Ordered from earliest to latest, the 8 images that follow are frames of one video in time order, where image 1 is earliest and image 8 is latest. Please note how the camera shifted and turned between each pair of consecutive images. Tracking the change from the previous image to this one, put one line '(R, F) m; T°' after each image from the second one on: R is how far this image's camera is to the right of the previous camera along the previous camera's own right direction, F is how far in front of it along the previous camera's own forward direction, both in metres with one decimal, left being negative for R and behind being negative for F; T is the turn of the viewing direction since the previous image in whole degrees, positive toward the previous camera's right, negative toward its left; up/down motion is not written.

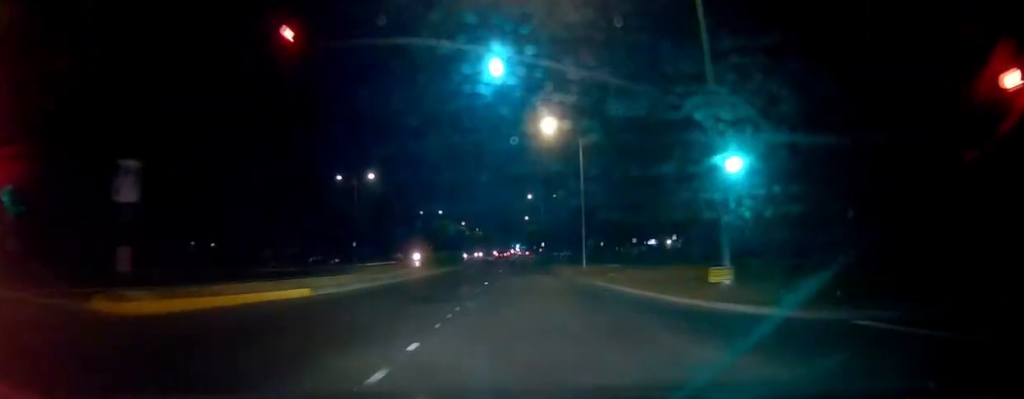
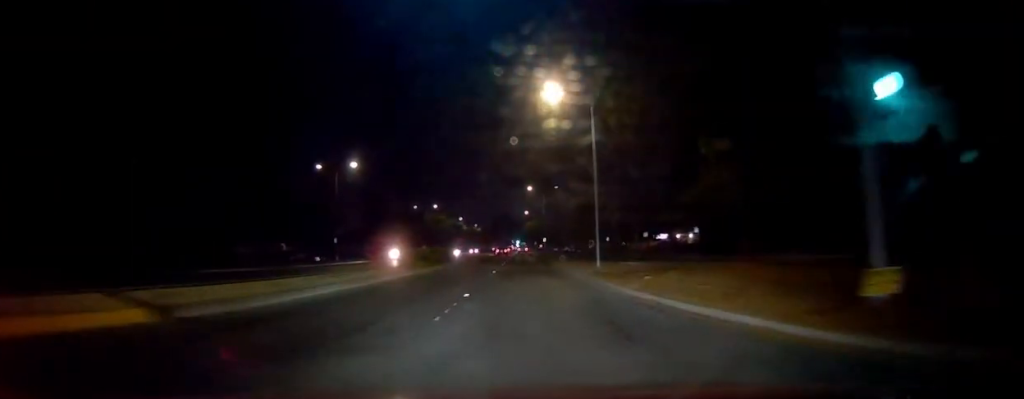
(+0.1, +7.3) m; 0°
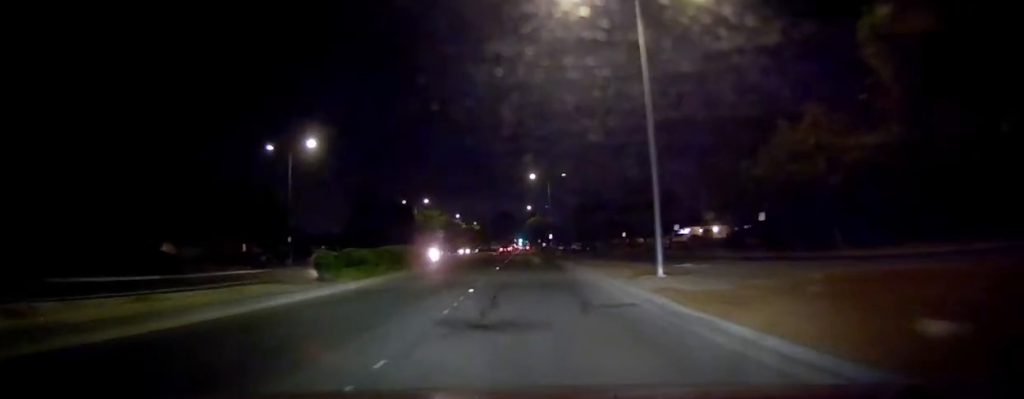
(+0.3, +13.7) m; -2°
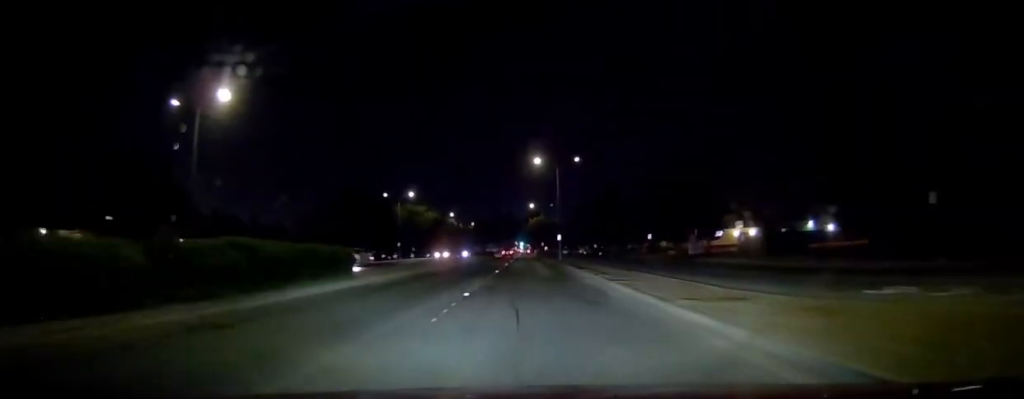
(-1.1, +16.6) m; -2°
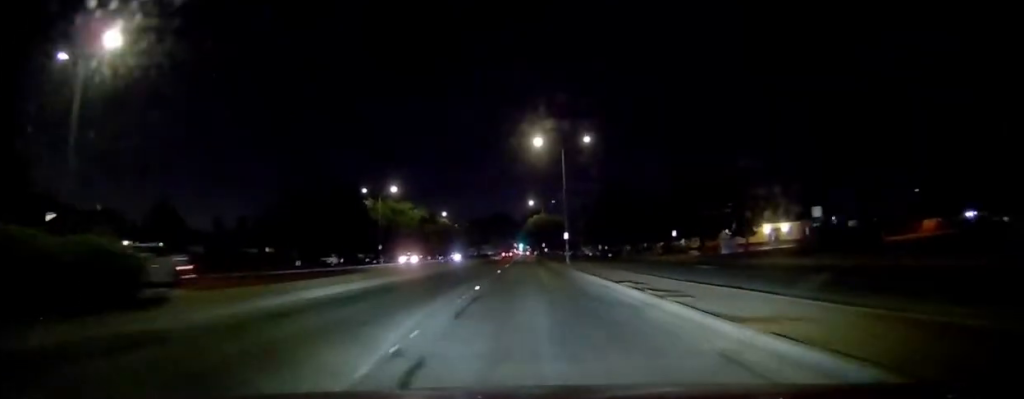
(+0.1, +12.7) m; +3°
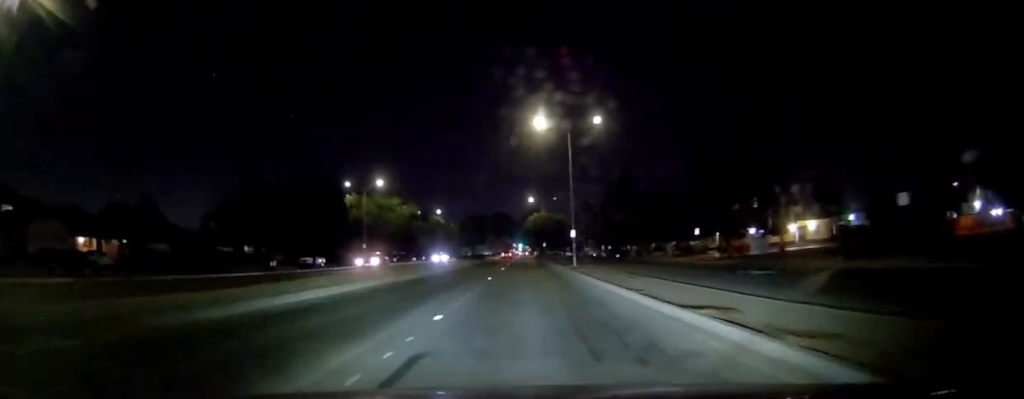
(+0.6, +7.8) m; 0°
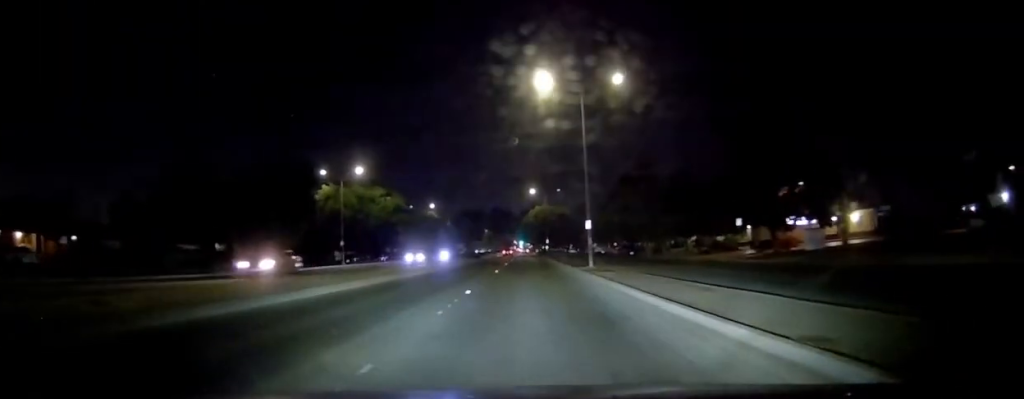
(0.0, +9.7) m; 0°
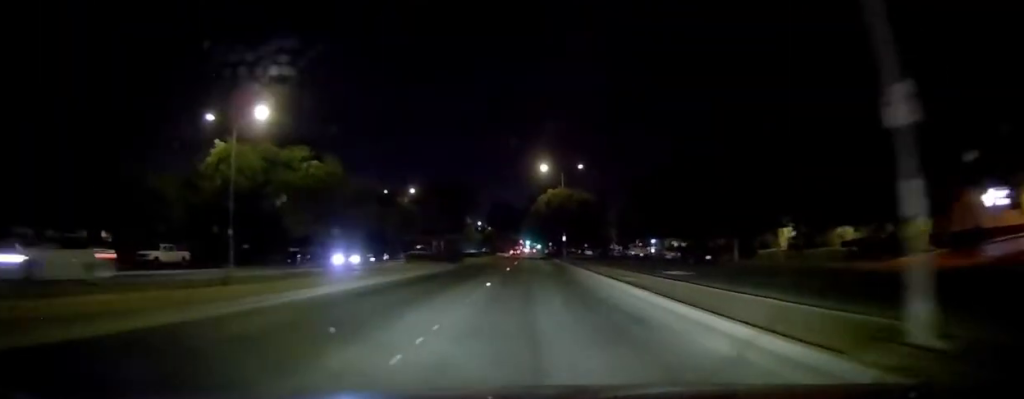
(+0.2, +27.3) m; 0°
